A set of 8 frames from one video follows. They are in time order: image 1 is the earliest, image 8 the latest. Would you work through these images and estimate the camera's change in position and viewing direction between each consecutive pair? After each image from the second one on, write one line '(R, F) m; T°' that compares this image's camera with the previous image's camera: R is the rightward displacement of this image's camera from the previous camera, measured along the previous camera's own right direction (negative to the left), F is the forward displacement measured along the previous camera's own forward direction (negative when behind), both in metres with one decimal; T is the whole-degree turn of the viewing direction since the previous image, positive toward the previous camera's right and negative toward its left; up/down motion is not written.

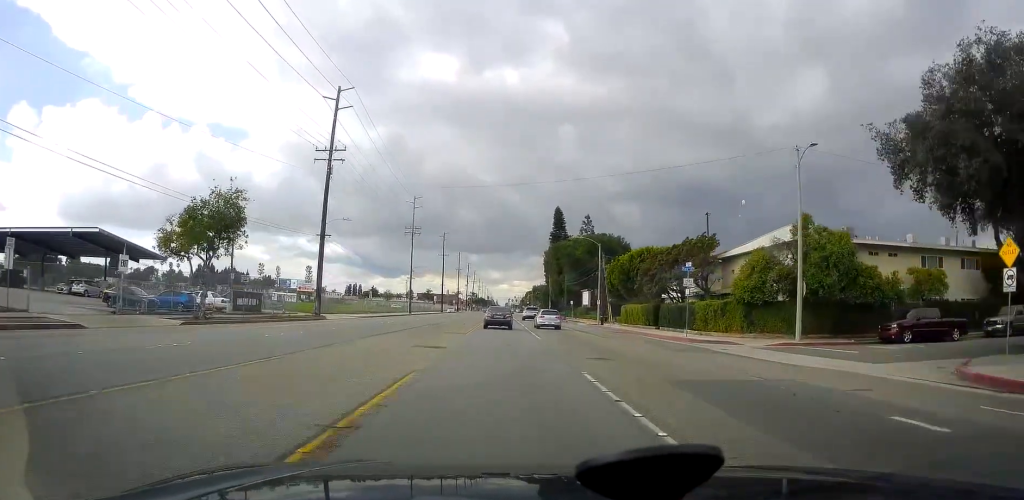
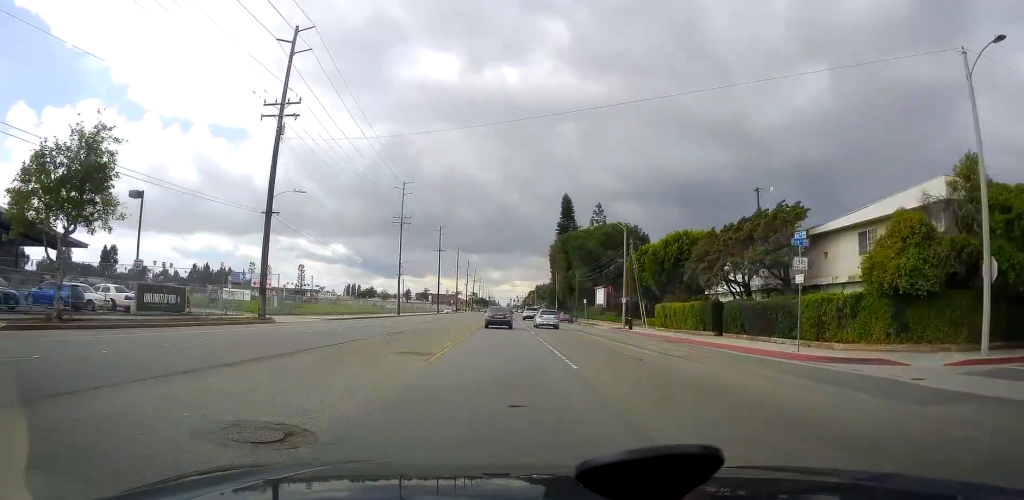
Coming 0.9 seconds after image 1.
(-0.9, +13.8) m; -2°
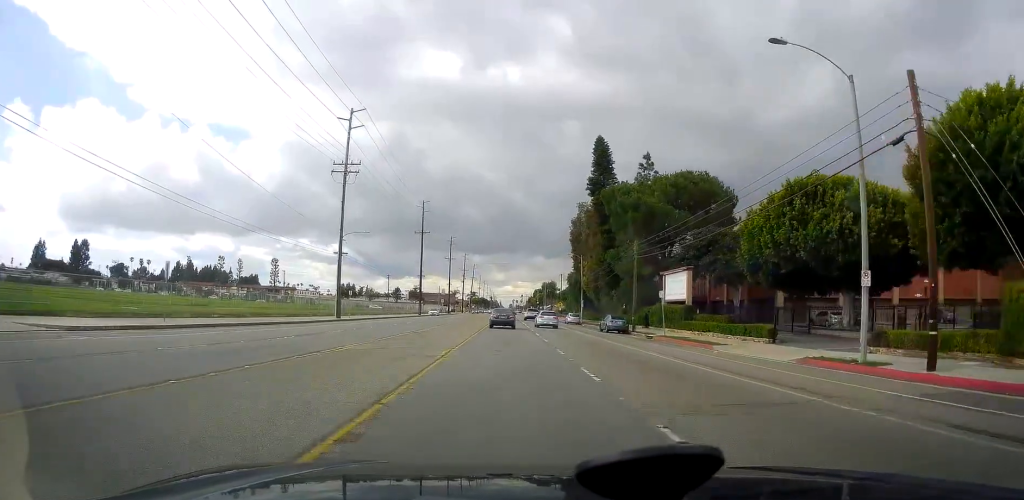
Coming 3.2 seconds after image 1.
(-0.2, +36.7) m; 0°
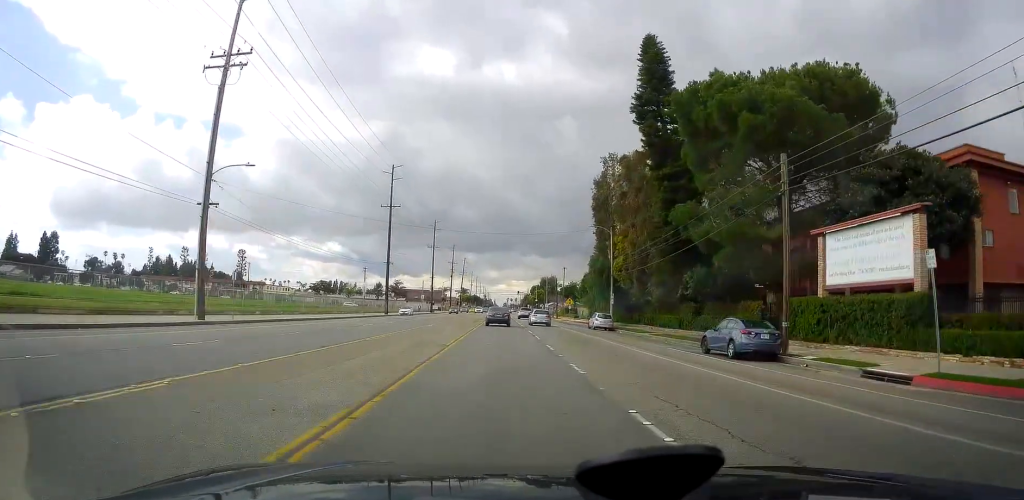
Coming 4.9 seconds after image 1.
(0.0, +28.0) m; 0°
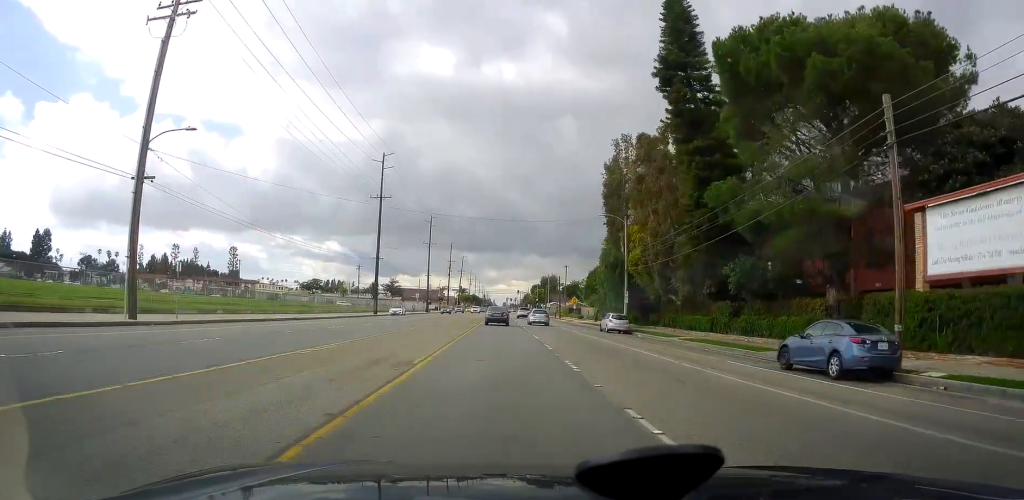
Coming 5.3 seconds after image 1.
(+0.1, +7.1) m; +1°
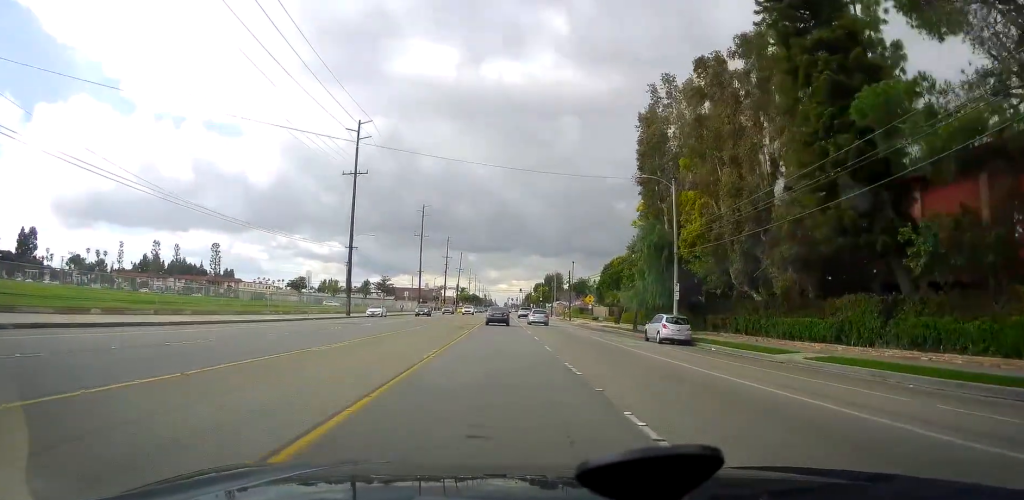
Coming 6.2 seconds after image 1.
(+0.3, +14.9) m; +1°
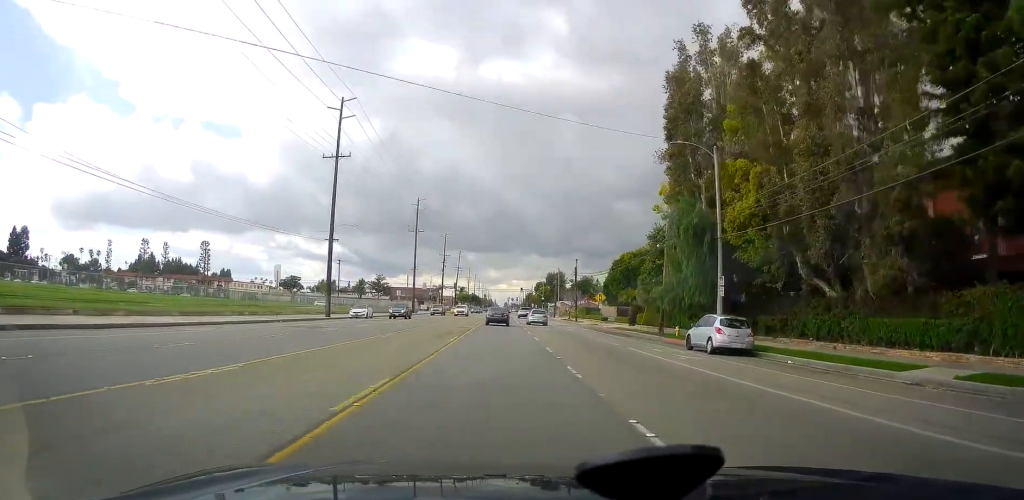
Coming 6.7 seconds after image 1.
(+0.1, +7.8) m; -1°
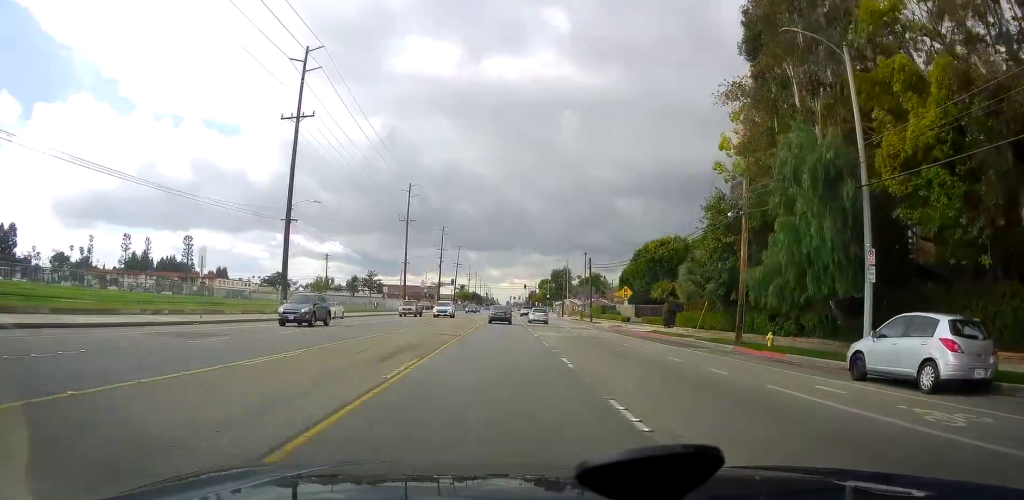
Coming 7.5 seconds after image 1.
(-0.2, +12.8) m; -1°
